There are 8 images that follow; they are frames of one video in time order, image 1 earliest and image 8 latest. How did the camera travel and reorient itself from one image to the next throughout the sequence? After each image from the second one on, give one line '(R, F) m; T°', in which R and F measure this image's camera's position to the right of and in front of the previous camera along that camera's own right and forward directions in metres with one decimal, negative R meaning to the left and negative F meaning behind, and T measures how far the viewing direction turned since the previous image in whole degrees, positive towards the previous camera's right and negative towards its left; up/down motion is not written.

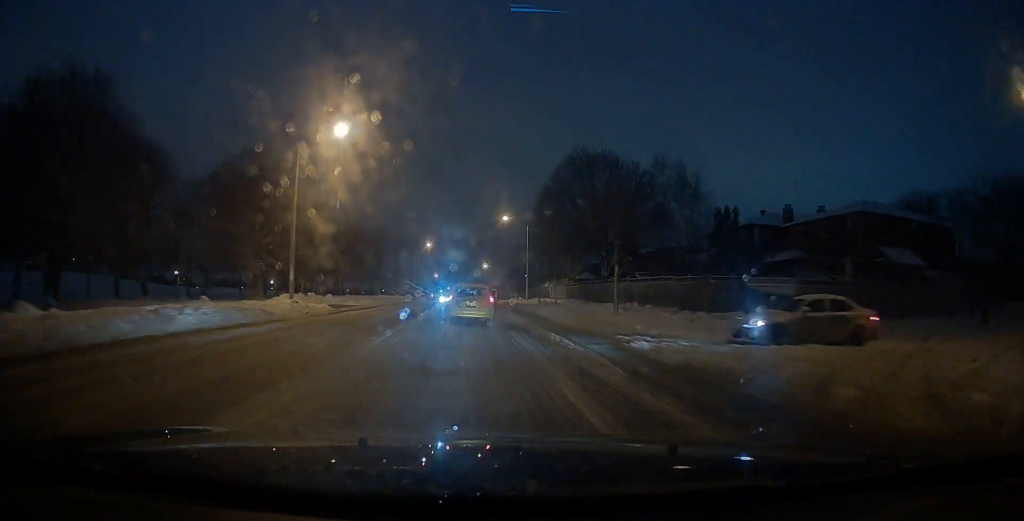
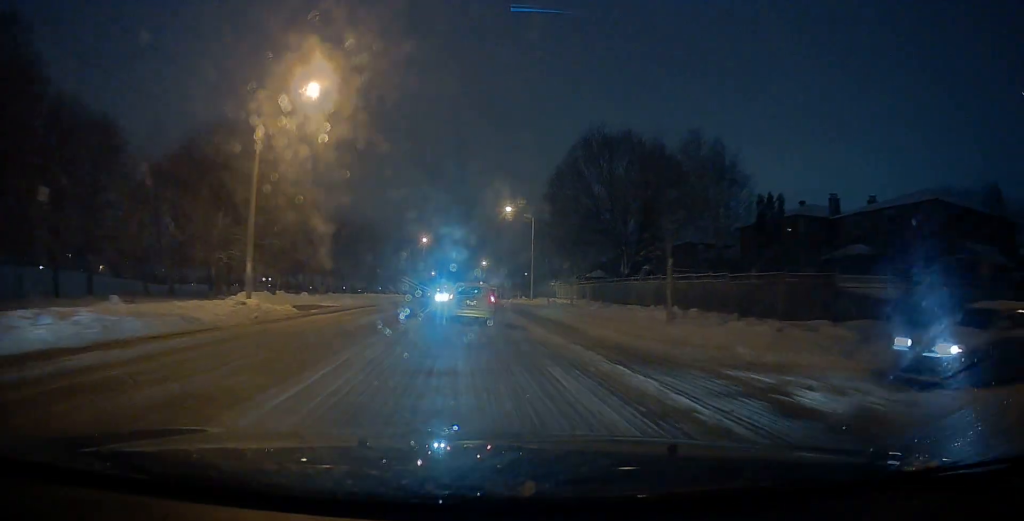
(+0.2, +7.4) m; +1°
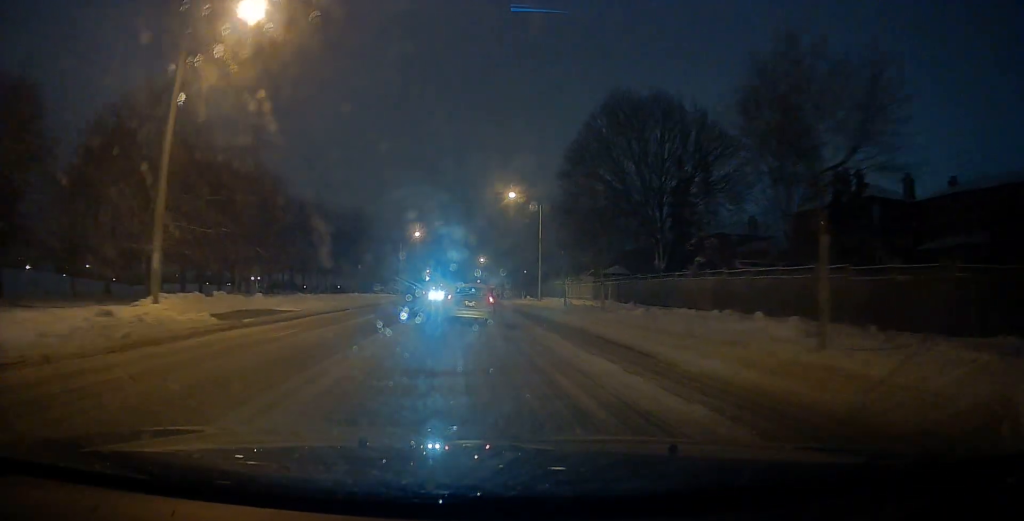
(+0.1, +9.5) m; +1°
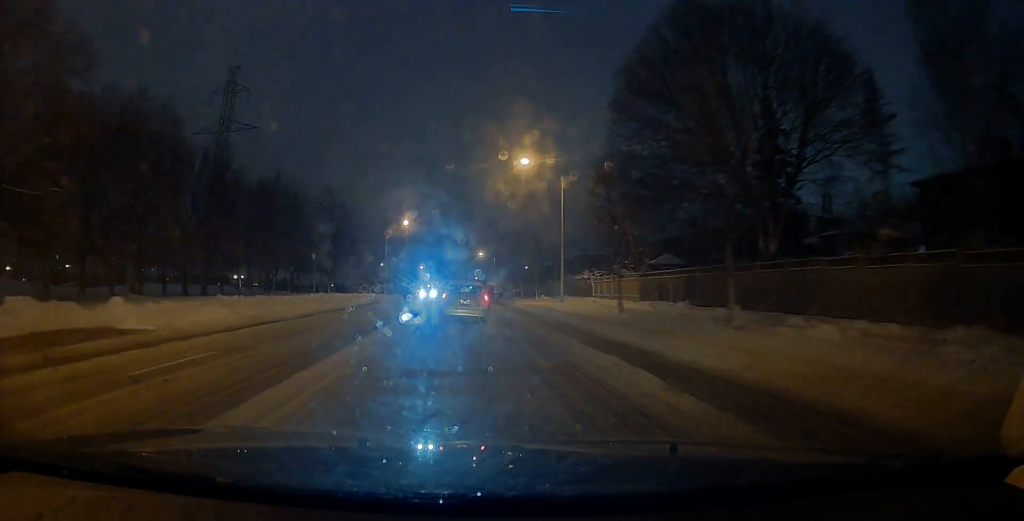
(+0.1, +14.4) m; 0°
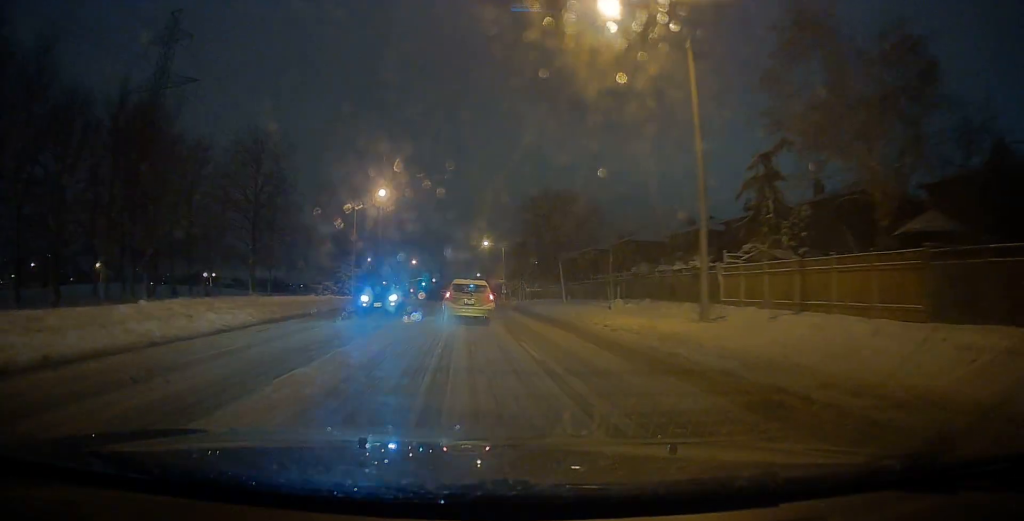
(-0.9, +25.9) m; -2°
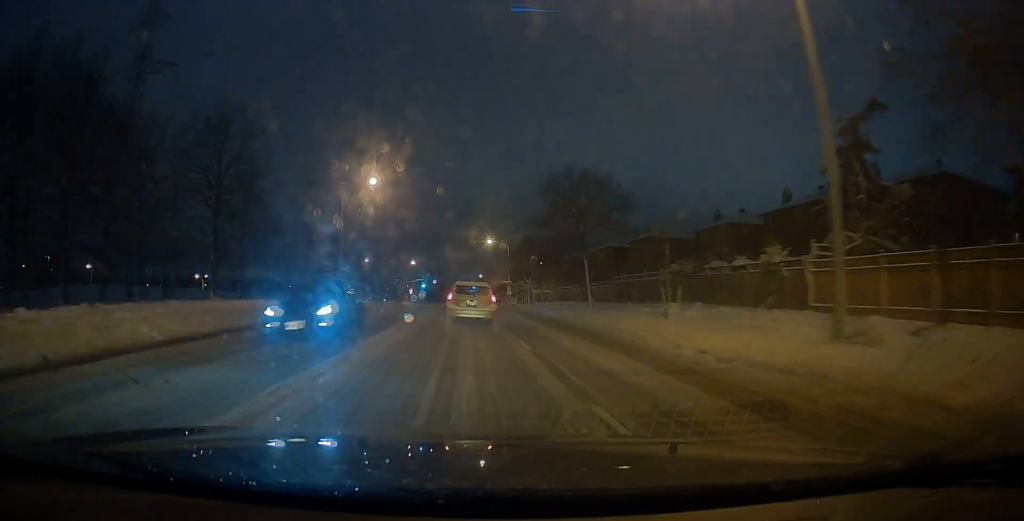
(+0.1, +7.4) m; +1°
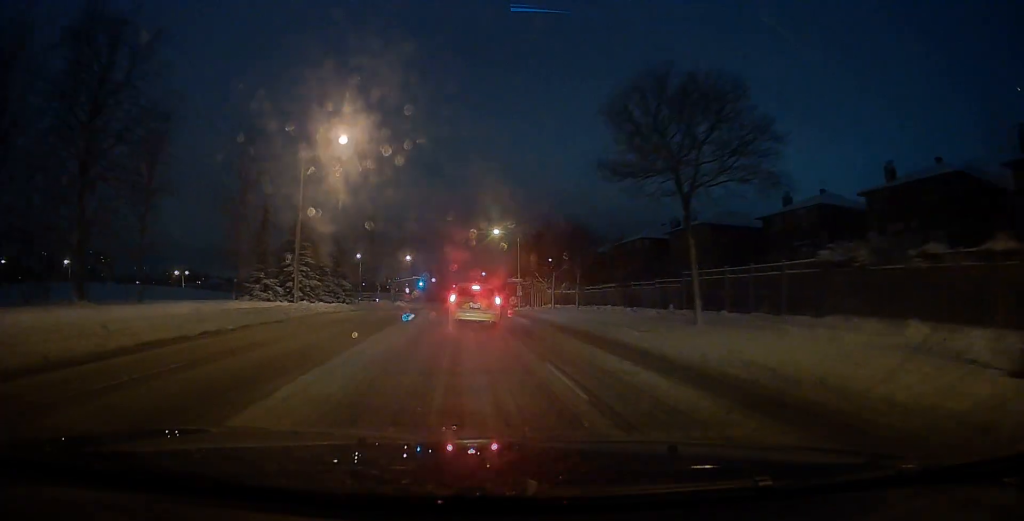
(+0.3, +14.1) m; +1°
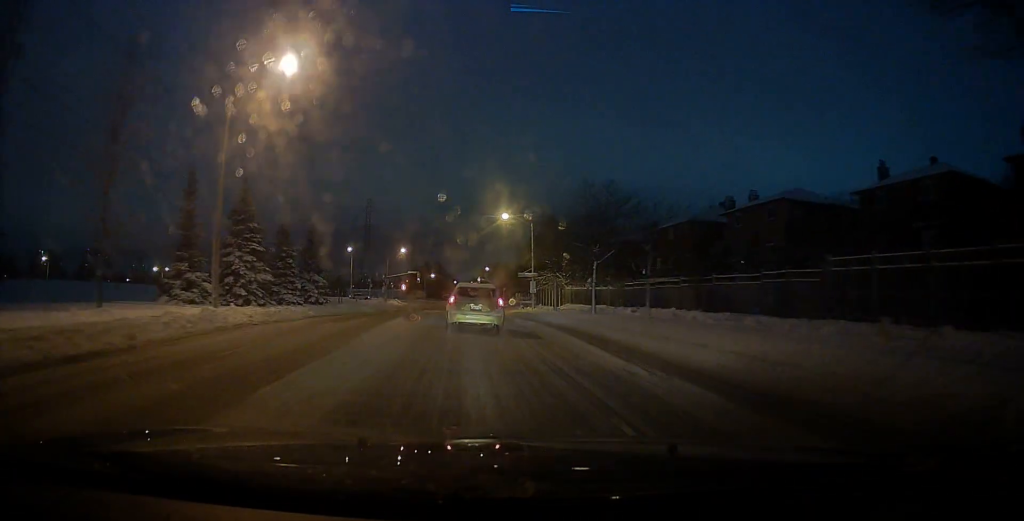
(0.0, +13.1) m; -1°
